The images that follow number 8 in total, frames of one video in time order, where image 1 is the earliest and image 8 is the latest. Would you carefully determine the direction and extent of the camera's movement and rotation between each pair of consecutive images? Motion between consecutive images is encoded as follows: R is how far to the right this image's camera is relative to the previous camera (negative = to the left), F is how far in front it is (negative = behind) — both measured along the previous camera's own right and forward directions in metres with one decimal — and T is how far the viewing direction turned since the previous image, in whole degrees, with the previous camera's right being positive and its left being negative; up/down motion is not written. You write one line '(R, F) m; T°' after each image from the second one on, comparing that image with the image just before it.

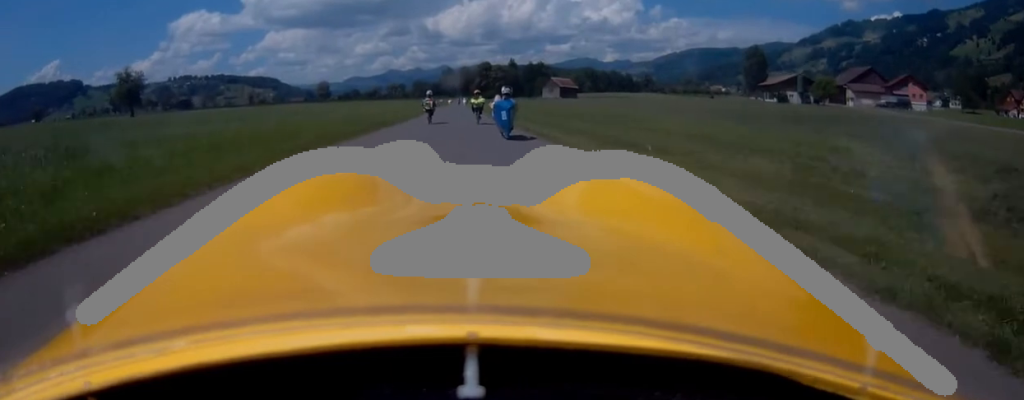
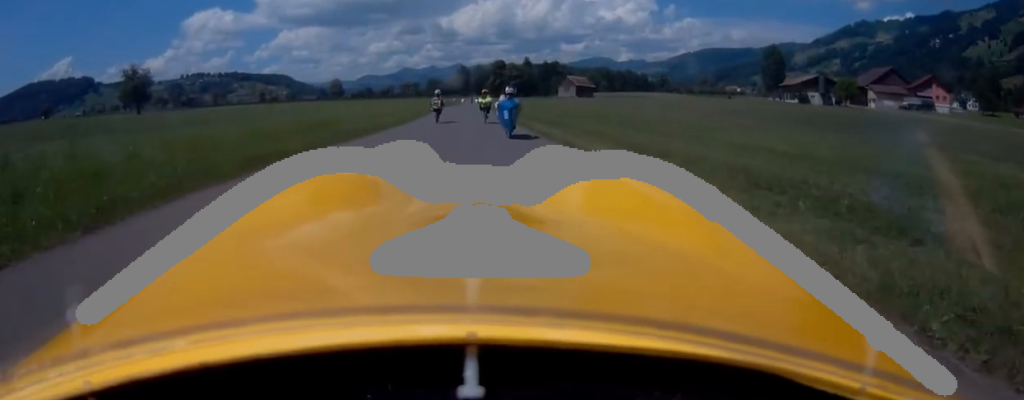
(0.0, +5.2) m; -1°
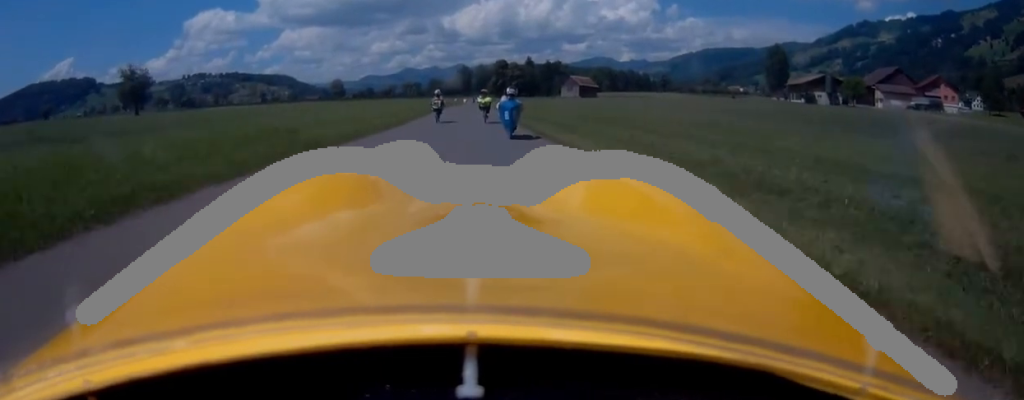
(-0.1, +2.9) m; 0°
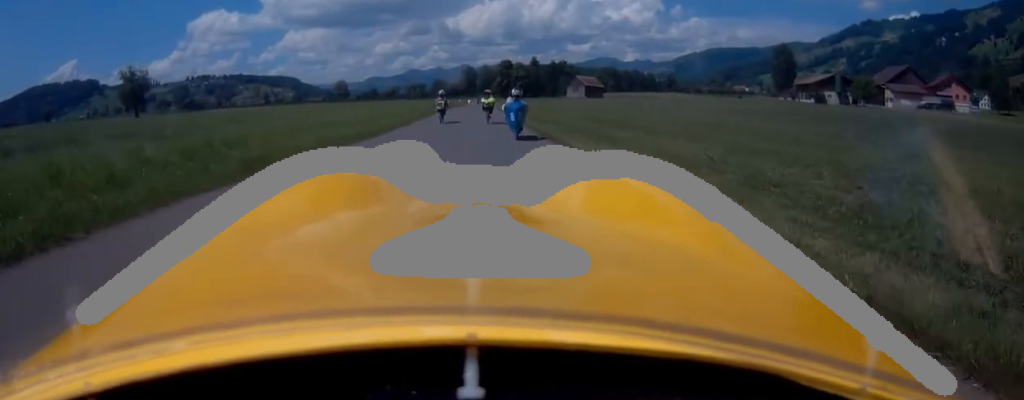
(-0.1, +3.2) m; 0°
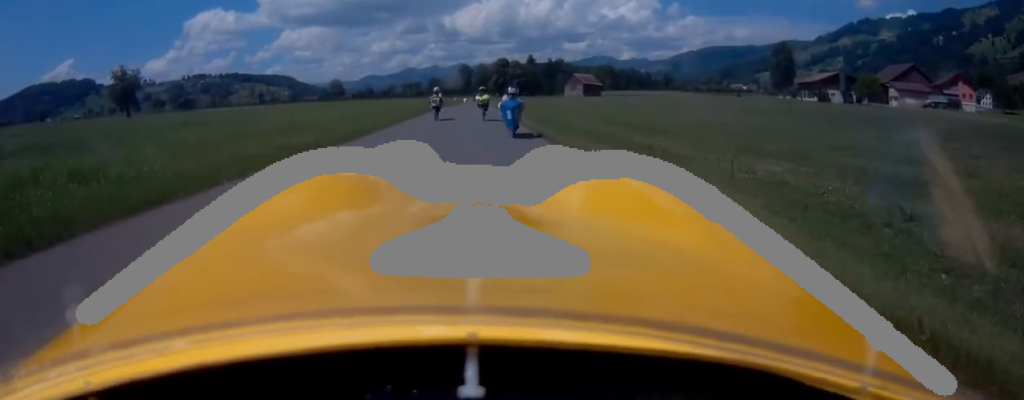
(+0.1, +3.9) m; 0°
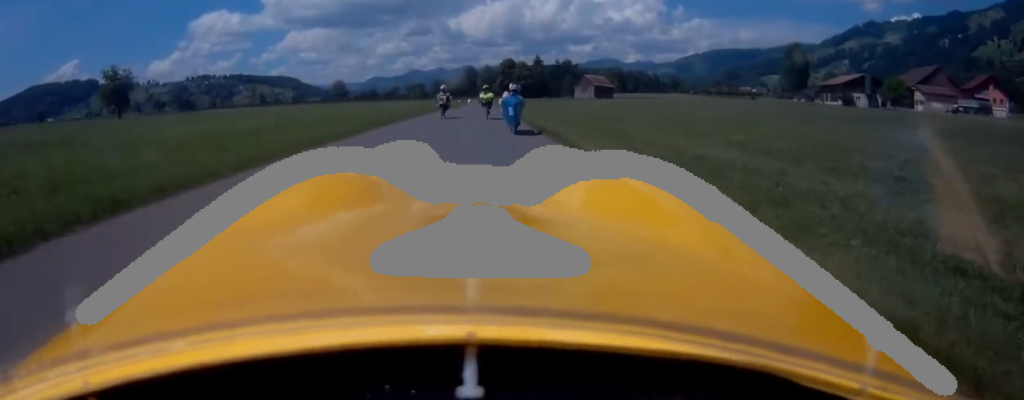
(0.0, +10.1) m; +1°
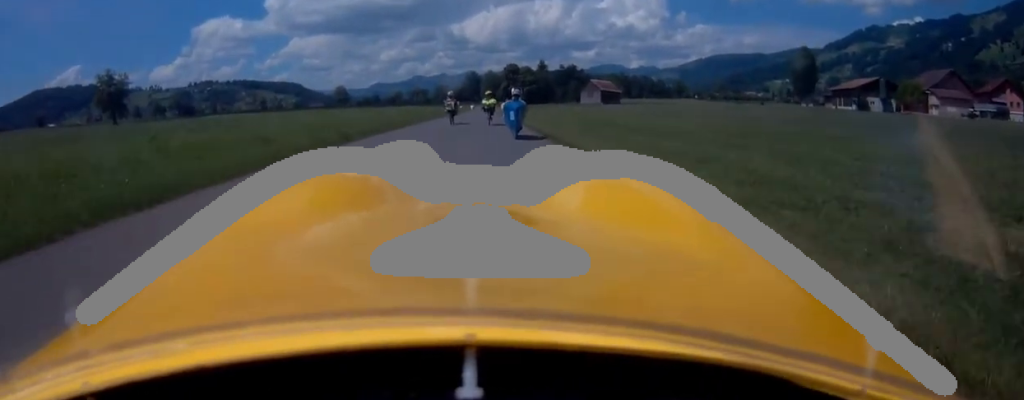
(+0.1, +5.4) m; 0°
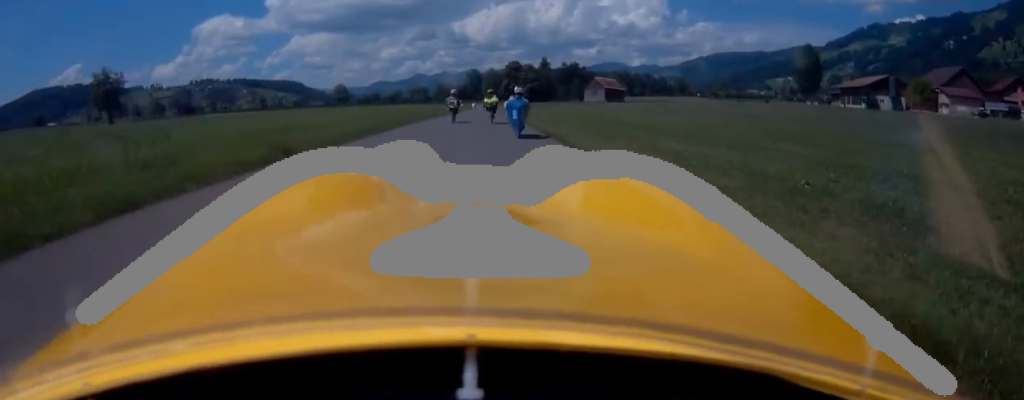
(+0.1, +3.7) m; 0°
